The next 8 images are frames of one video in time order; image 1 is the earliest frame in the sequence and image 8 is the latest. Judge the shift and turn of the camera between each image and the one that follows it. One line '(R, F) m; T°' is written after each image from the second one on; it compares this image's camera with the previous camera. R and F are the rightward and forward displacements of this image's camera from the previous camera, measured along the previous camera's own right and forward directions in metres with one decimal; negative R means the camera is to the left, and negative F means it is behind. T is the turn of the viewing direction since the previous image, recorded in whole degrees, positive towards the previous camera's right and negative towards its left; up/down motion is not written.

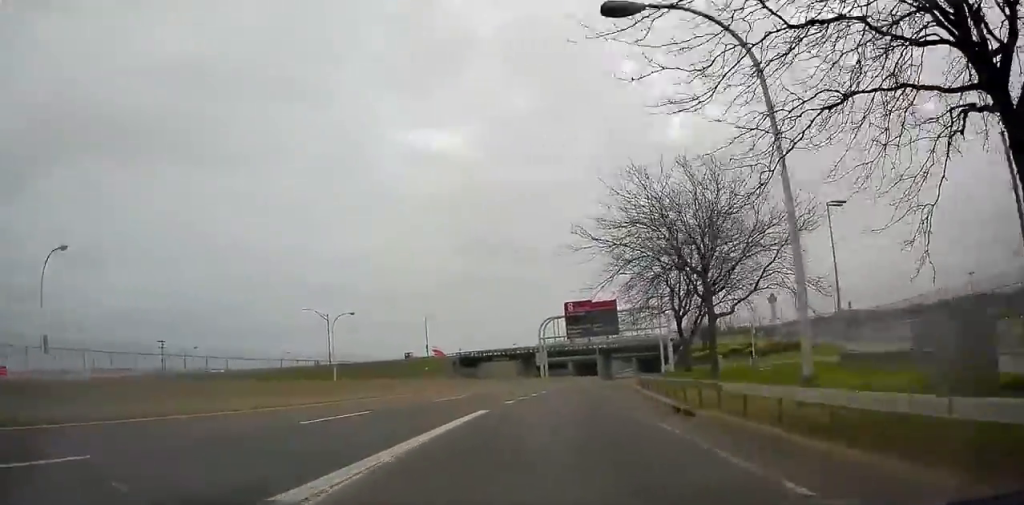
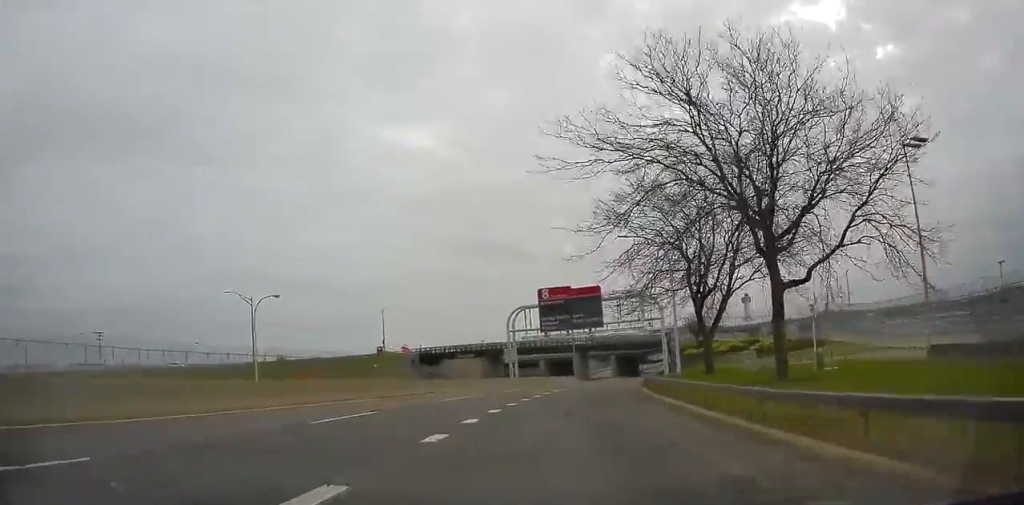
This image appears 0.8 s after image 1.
(+0.4, +11.4) m; +3°
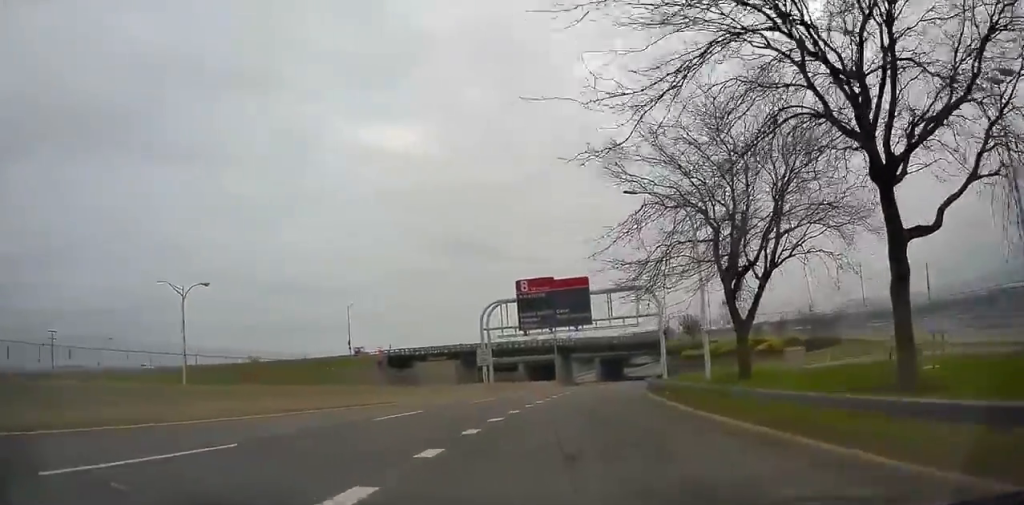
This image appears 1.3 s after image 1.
(+0.1, +7.9) m; +2°
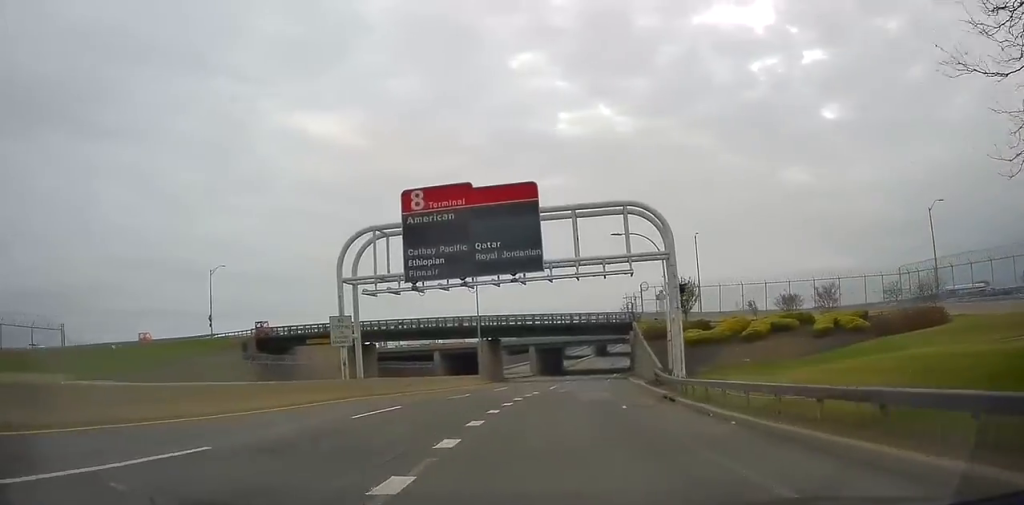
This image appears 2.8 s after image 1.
(+1.1, +23.6) m; +6°
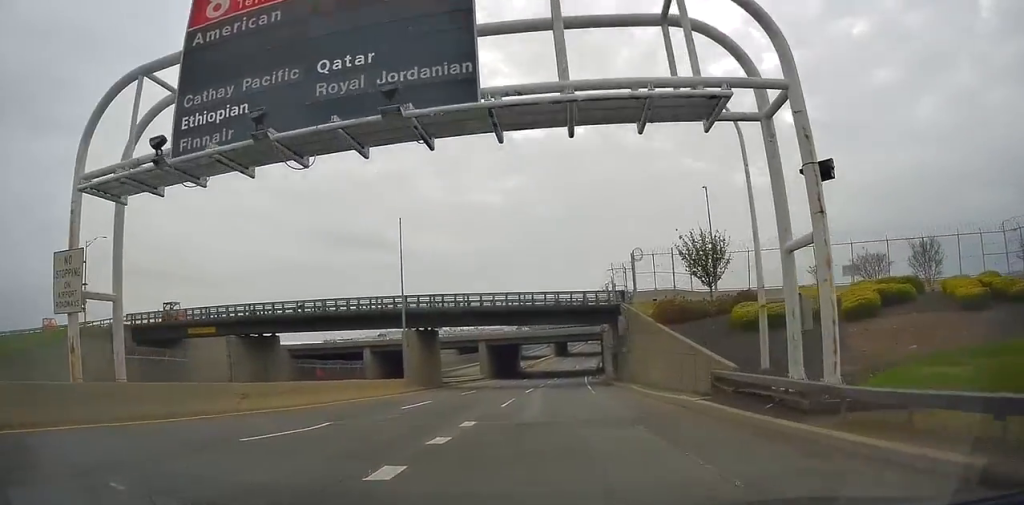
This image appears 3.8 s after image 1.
(+0.5, +16.4) m; +5°
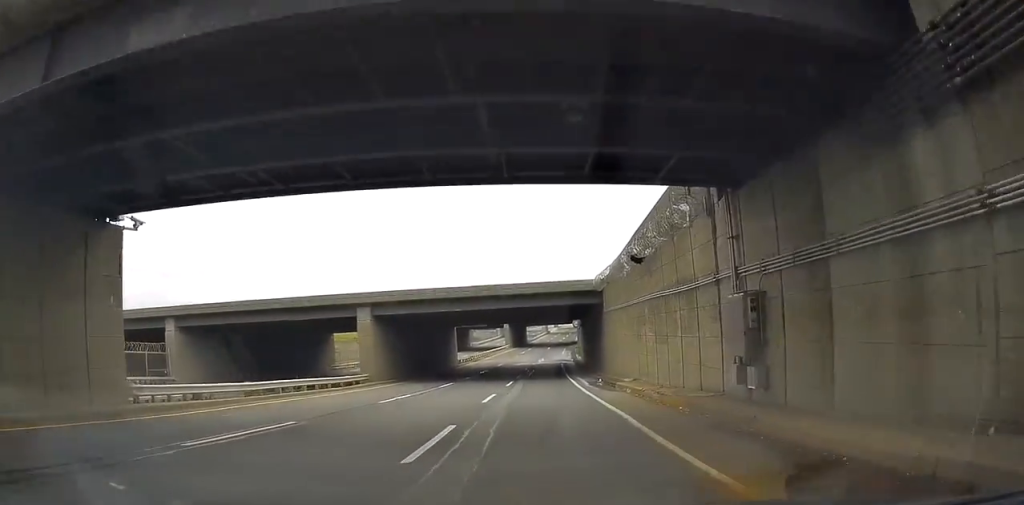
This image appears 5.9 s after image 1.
(+3.1, +36.4) m; +9°
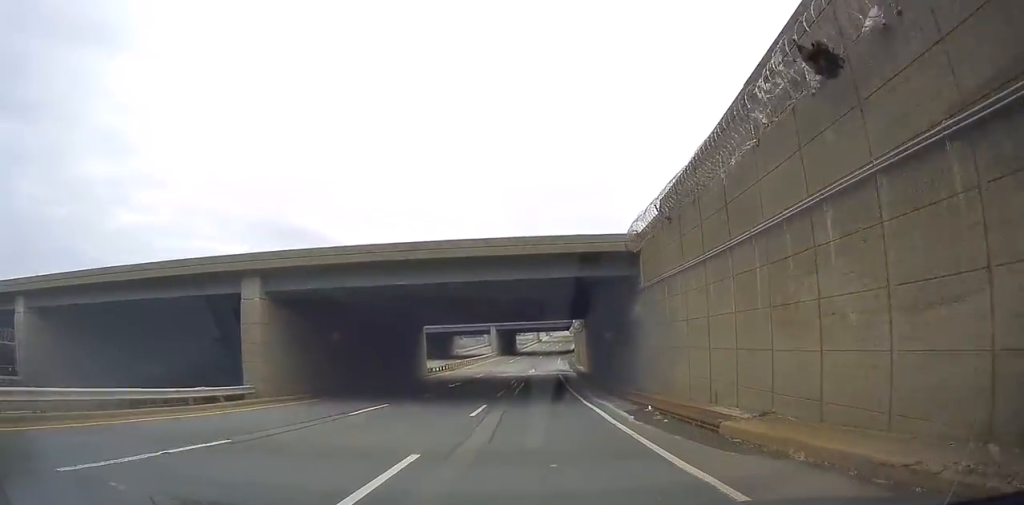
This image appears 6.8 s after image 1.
(+0.4, +15.0) m; +2°
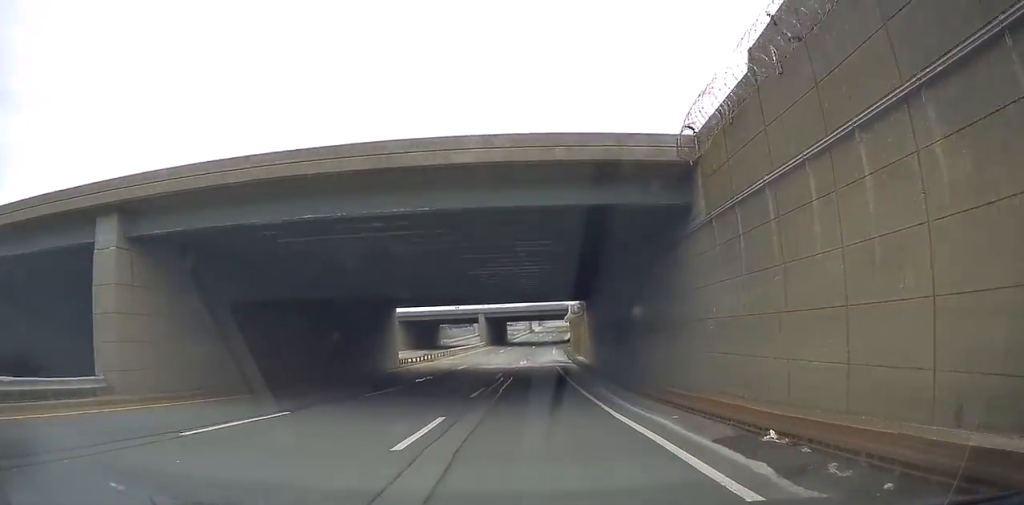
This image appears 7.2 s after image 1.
(+0.1, +8.9) m; +1°
